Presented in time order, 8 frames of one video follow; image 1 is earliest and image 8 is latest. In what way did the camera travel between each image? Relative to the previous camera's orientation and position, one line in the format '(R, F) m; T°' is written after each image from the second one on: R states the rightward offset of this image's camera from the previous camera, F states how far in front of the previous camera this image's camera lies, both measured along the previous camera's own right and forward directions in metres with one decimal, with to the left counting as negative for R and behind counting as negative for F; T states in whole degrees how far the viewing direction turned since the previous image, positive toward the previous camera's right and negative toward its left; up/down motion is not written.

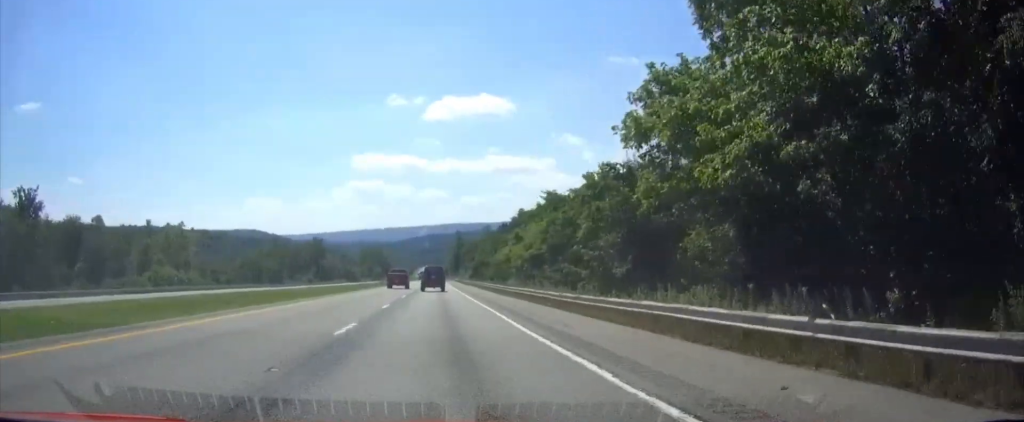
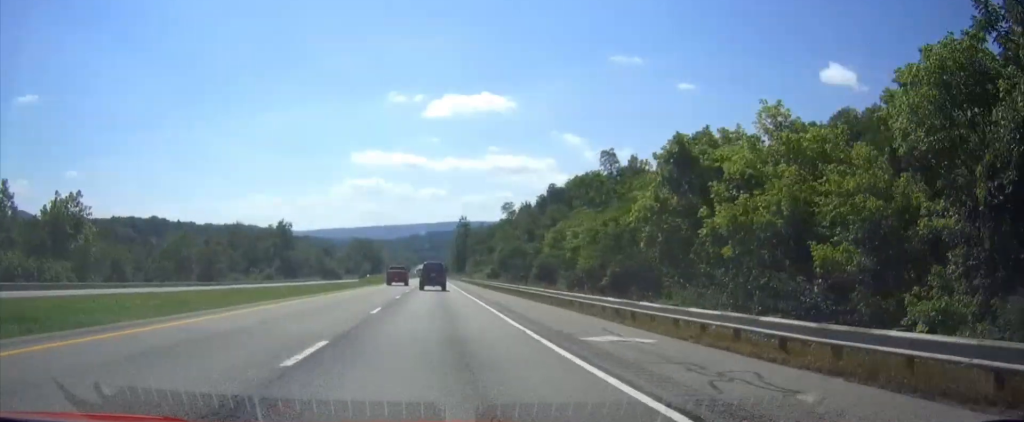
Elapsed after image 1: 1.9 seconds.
(+0.2, +53.0) m; 0°
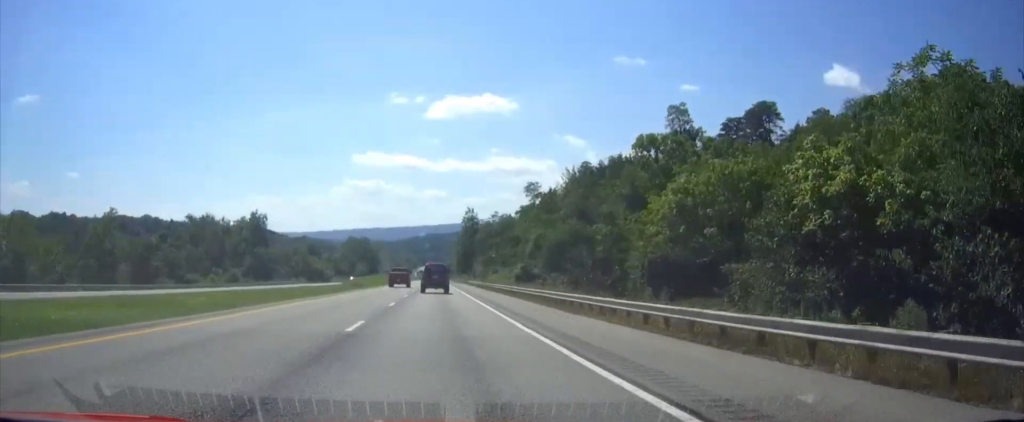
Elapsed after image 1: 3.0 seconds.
(+0.1, +31.2) m; 0°
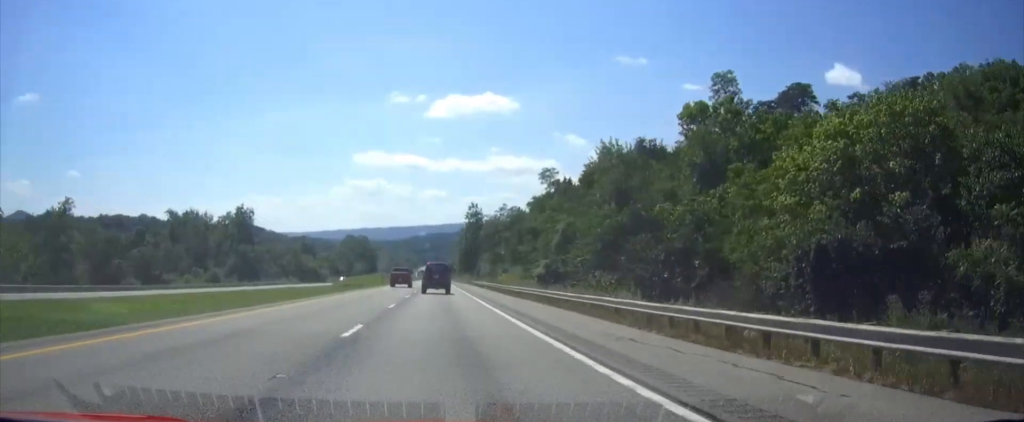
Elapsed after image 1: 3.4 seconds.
(0.0, +13.3) m; 0°
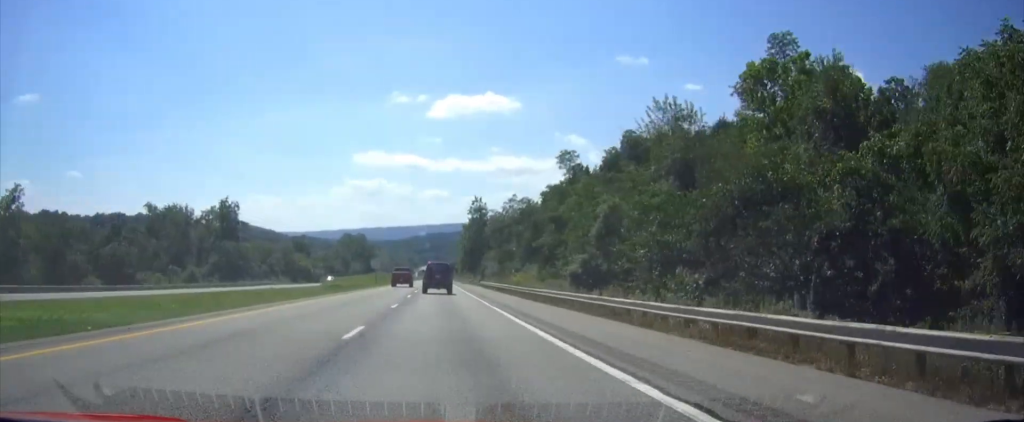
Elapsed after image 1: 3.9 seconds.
(0.0, +12.3) m; 0°
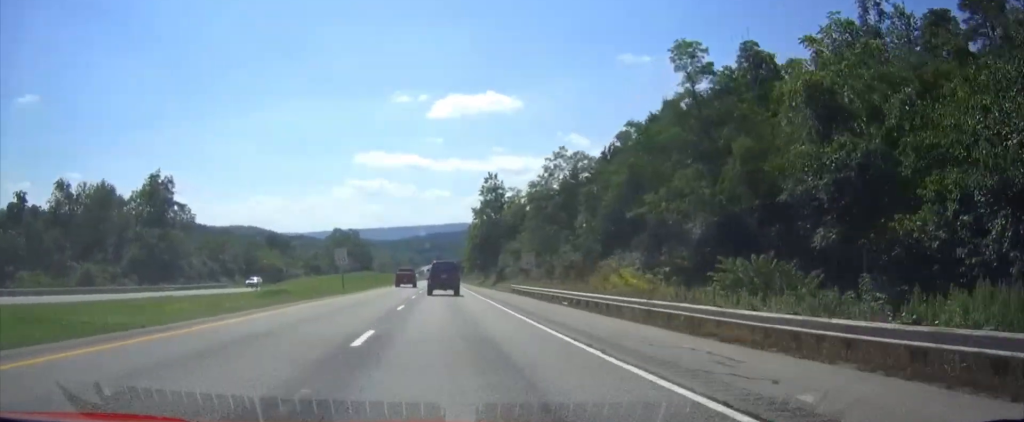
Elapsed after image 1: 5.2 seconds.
(-0.1, +37.1) m; 0°
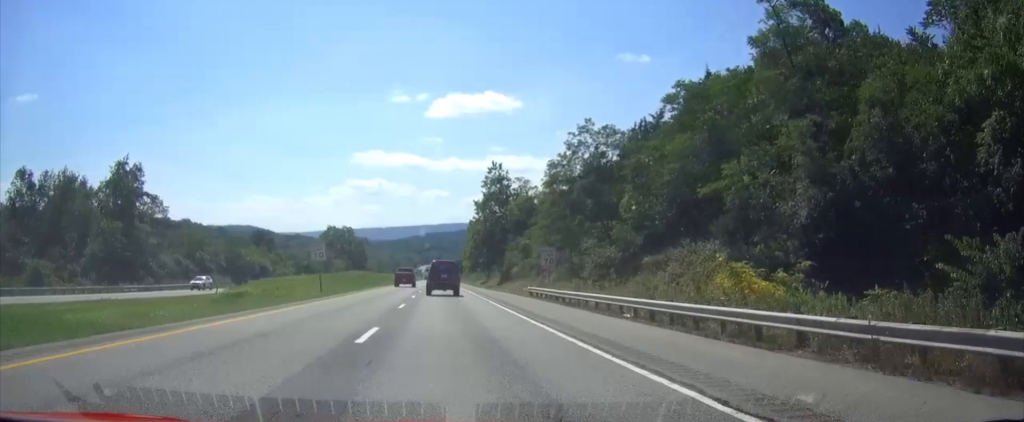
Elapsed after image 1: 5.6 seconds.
(-0.1, +11.5) m; 0°
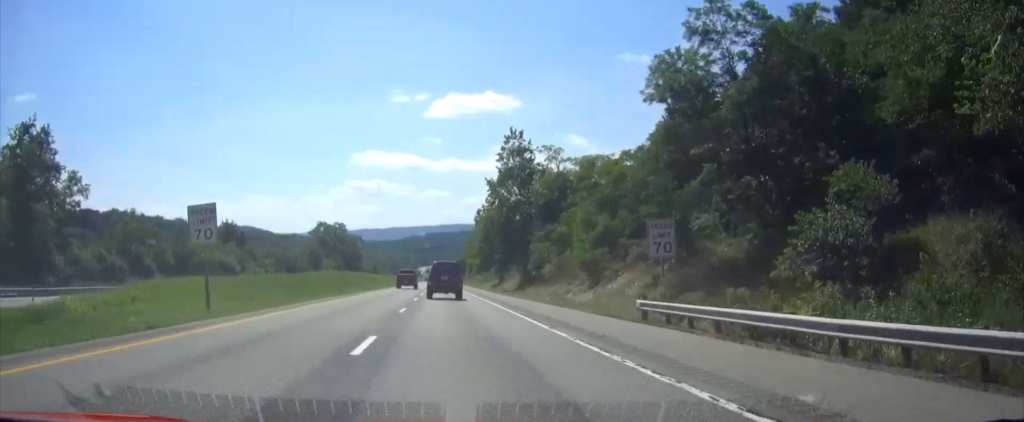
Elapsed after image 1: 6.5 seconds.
(+0.1, +26.0) m; 0°
